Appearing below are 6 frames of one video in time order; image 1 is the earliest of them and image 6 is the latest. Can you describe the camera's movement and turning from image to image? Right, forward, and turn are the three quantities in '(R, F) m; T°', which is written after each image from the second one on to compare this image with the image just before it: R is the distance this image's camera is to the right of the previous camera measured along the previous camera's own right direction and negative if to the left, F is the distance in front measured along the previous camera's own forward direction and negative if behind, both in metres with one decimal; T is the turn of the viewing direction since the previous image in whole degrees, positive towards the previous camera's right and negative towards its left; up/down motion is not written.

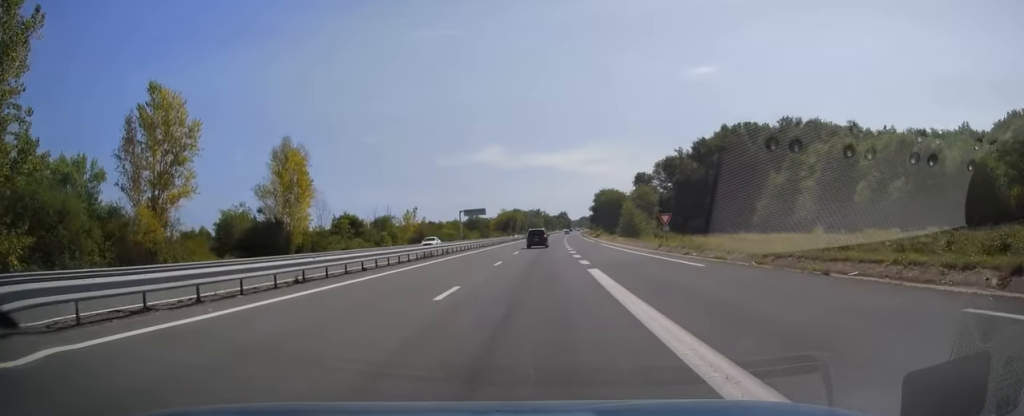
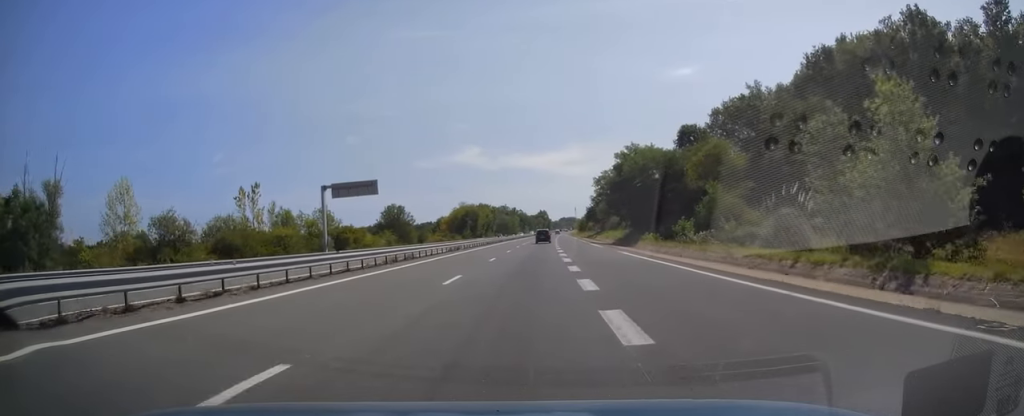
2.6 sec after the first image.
(+1.4, +75.8) m; +2°
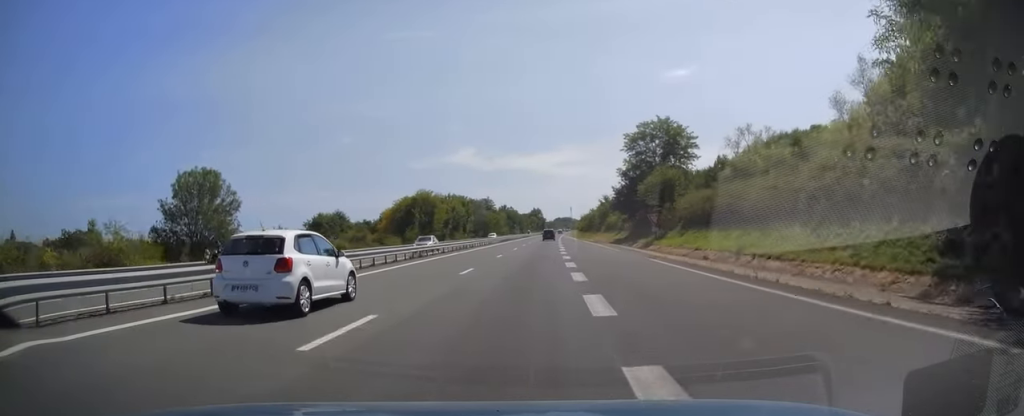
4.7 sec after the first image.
(+0.2, +62.5) m; 0°
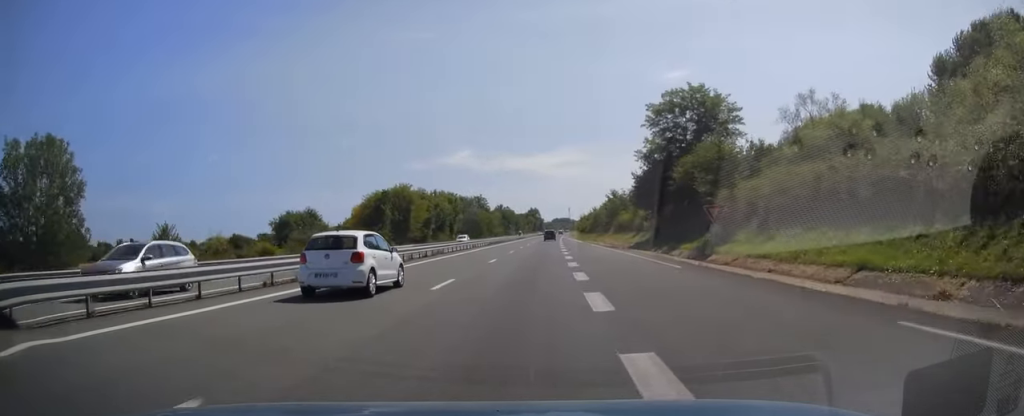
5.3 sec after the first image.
(+0.2, +18.8) m; 0°
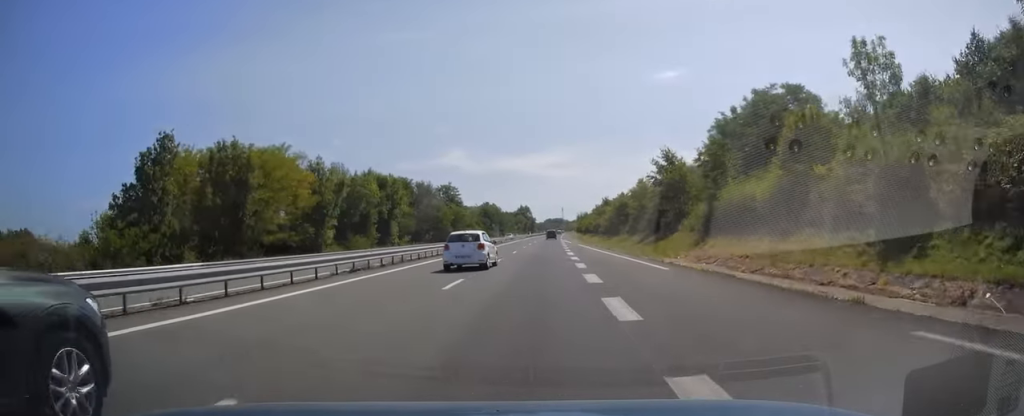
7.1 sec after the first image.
(+0.4, +53.3) m; +1°
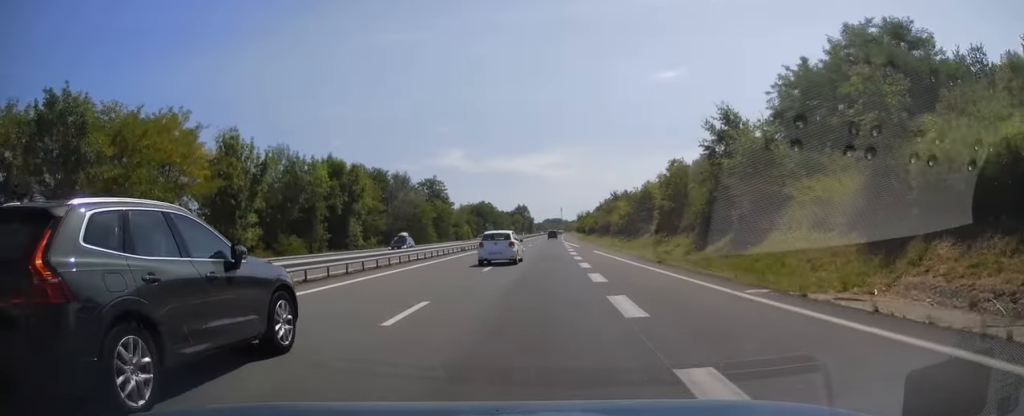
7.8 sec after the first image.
(-0.1, +19.2) m; +1°
